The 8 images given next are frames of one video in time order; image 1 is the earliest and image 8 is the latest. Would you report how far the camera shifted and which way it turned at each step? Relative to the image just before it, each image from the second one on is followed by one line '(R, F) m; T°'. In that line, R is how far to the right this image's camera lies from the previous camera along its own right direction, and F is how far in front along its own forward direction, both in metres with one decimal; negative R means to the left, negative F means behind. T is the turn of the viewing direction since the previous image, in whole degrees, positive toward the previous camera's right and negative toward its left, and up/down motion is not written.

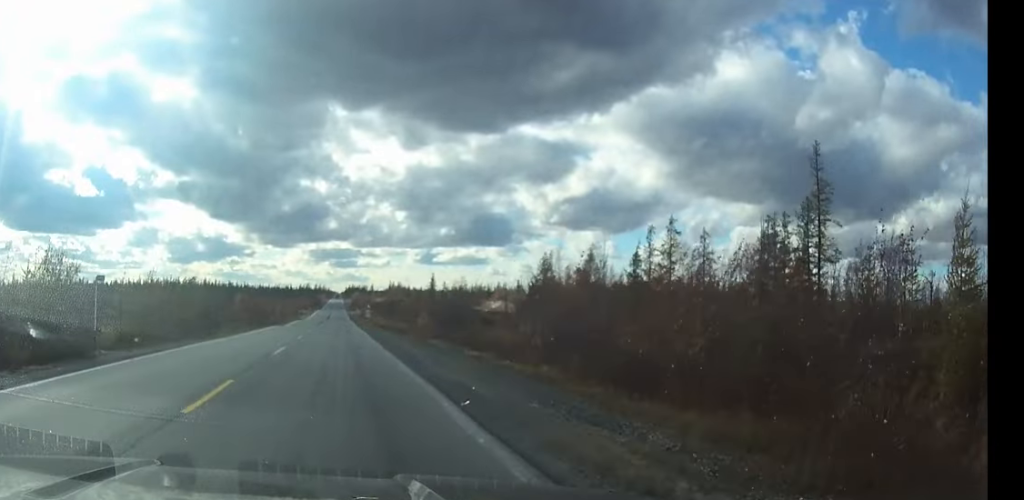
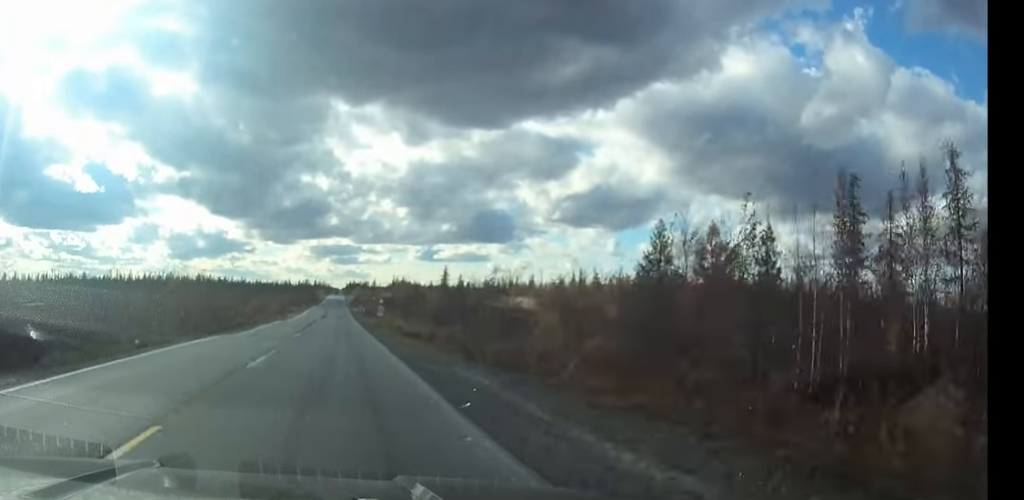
(0.0, +28.9) m; 0°
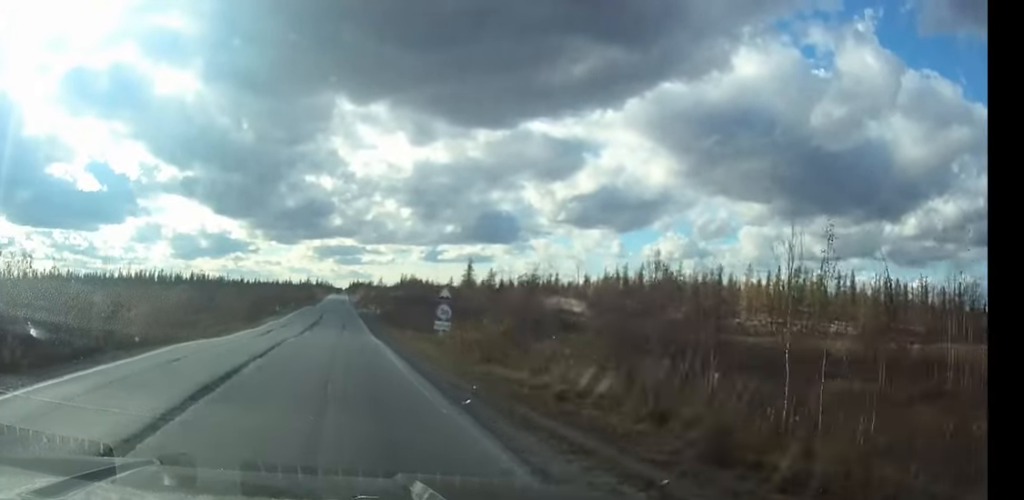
(-0.1, +34.9) m; 0°
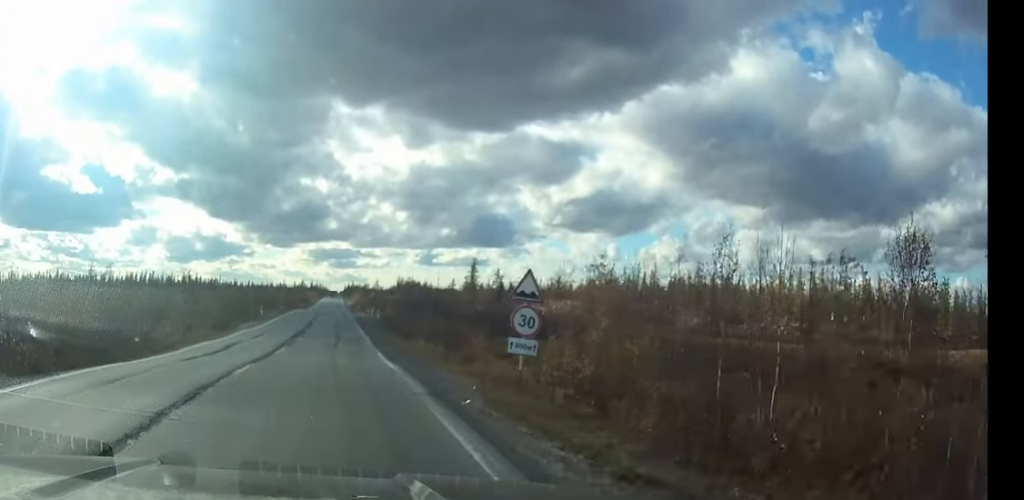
(0.0, +12.2) m; 0°
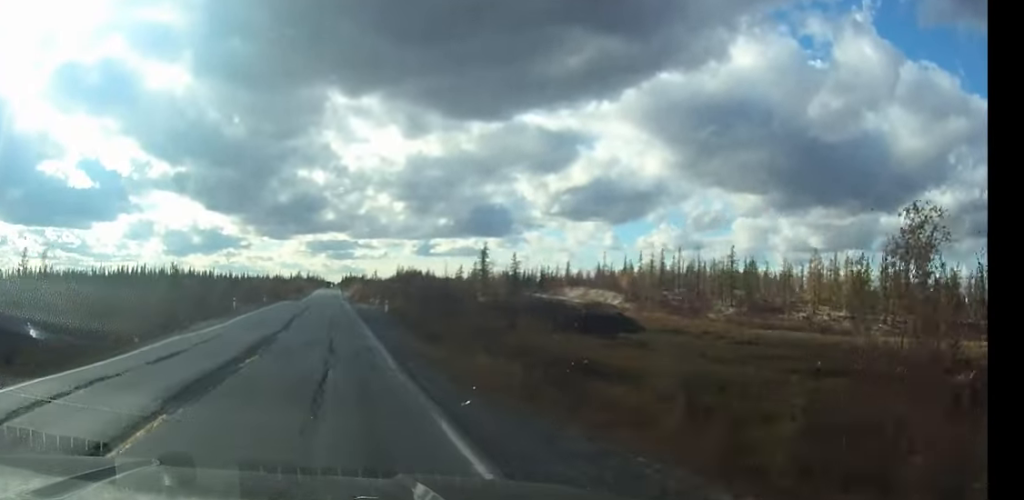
(0.0, +17.1) m; 0°
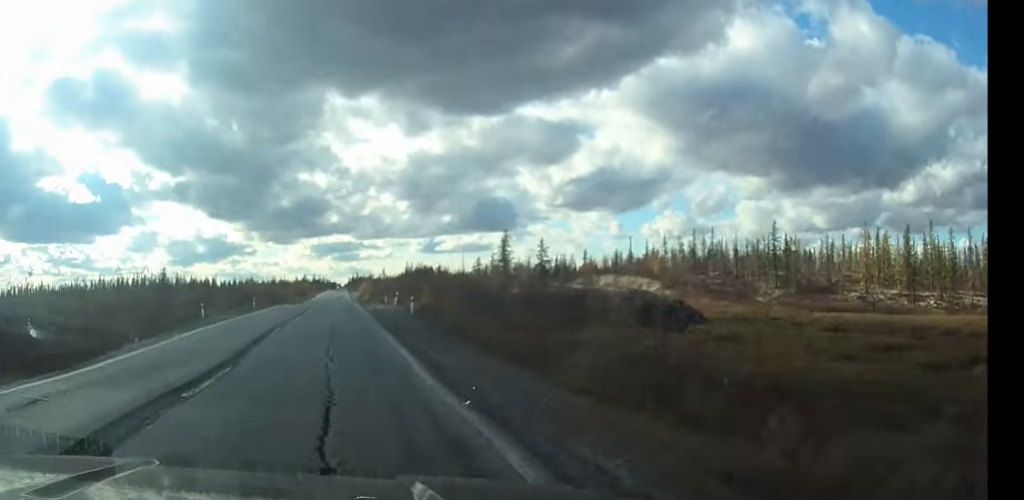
(0.0, +15.3) m; 0°
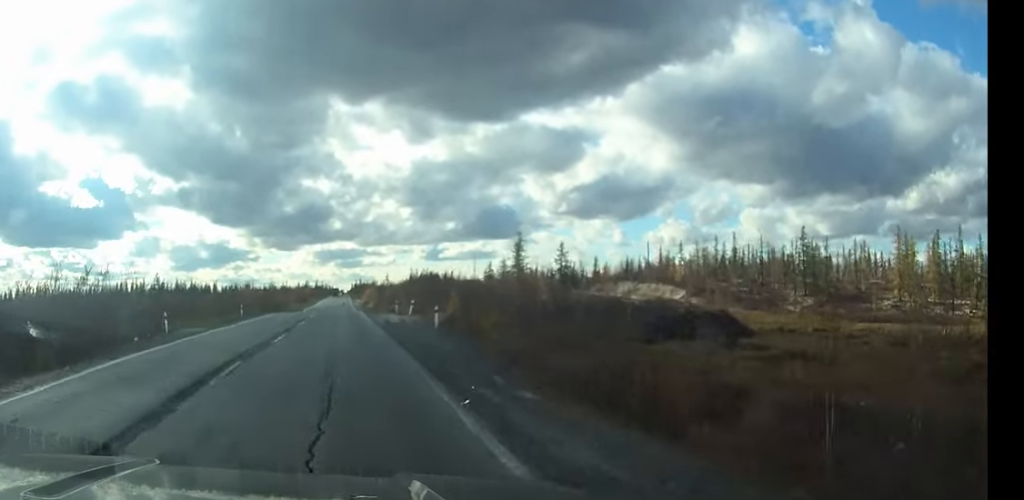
(0.0, +9.5) m; 0°
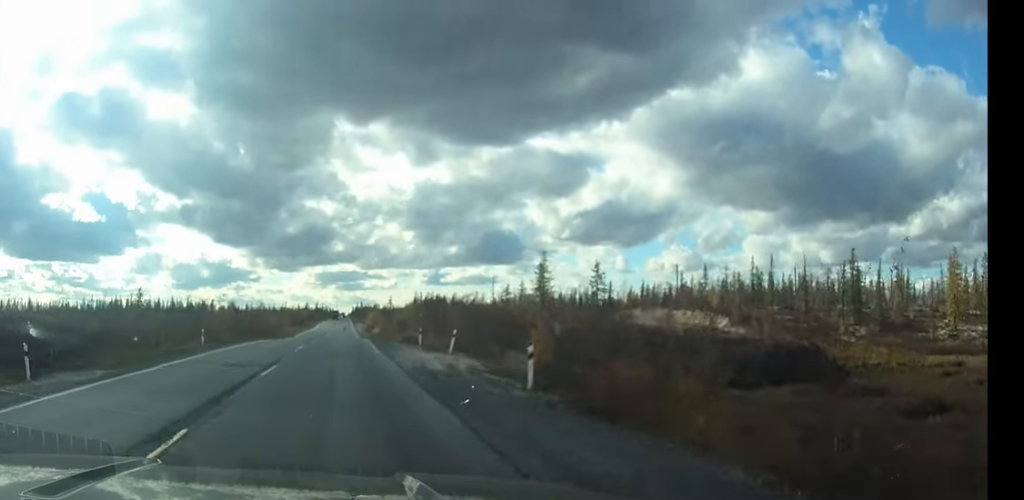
(0.0, +15.7) m; 0°
